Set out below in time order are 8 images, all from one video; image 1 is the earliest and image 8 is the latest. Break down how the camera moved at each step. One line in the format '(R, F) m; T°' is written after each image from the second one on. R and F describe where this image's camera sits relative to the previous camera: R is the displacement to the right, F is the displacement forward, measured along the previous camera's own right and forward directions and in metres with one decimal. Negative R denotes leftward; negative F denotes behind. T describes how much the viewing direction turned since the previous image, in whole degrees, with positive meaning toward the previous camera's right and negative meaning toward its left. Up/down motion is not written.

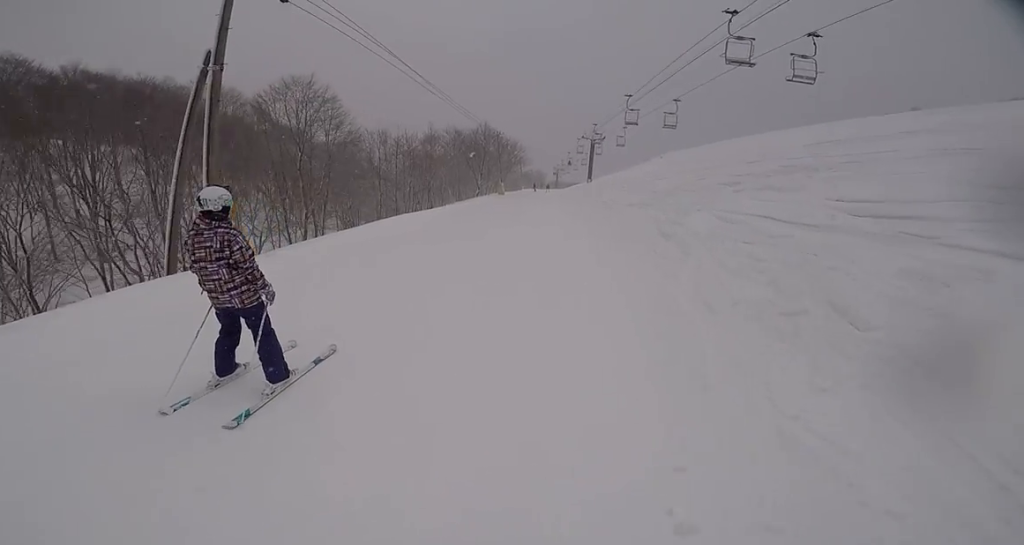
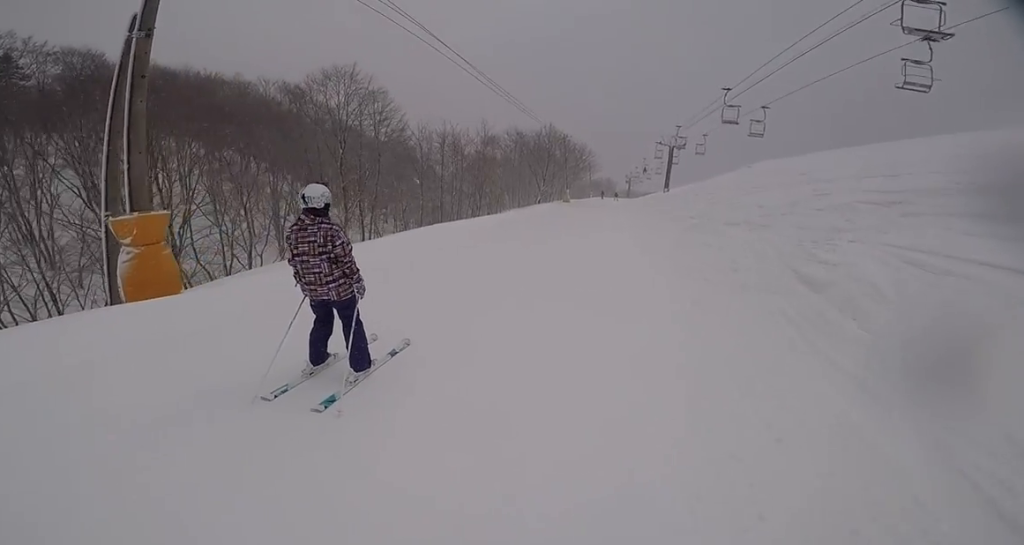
(0.0, +3.5) m; 0°
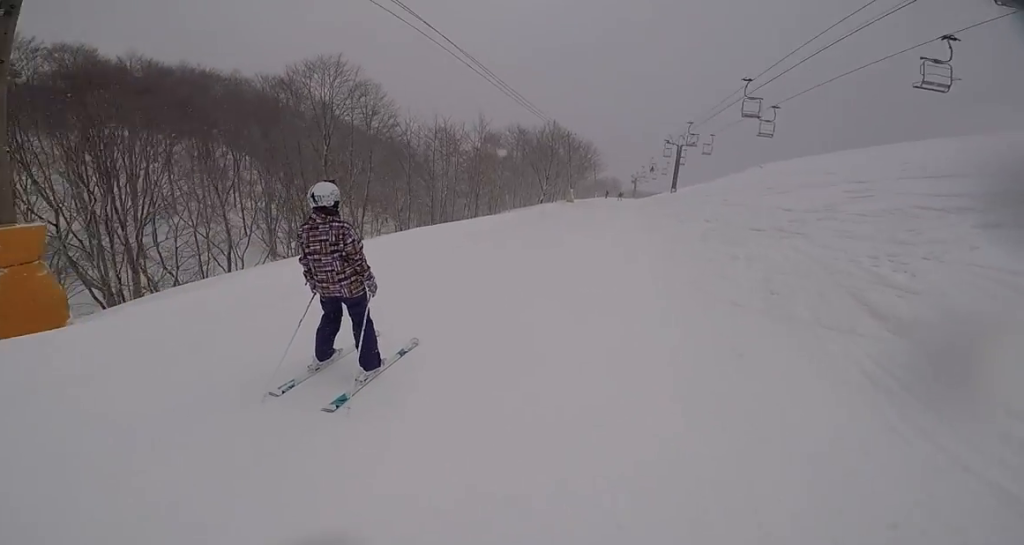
(0.0, +1.9) m; 0°
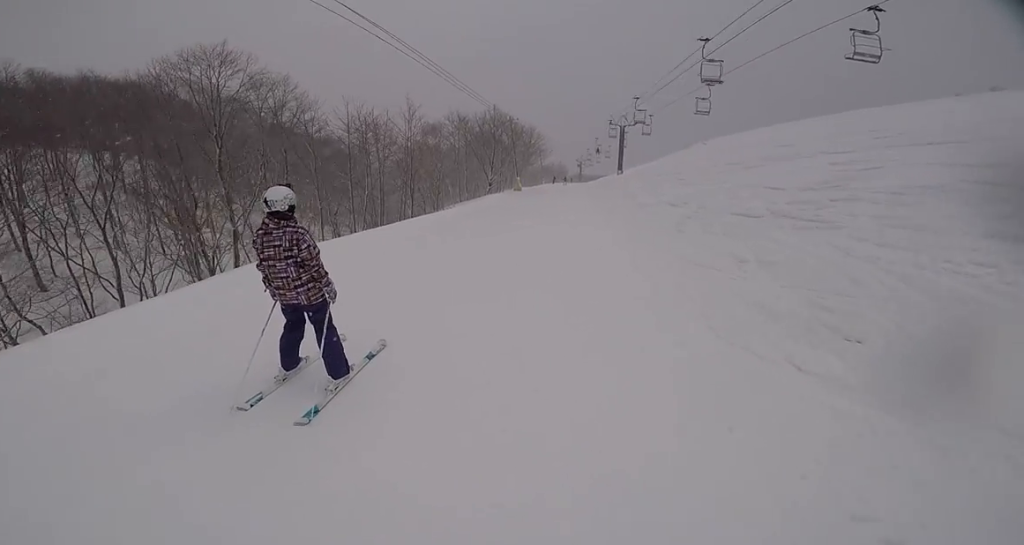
(0.0, +3.4) m; 0°
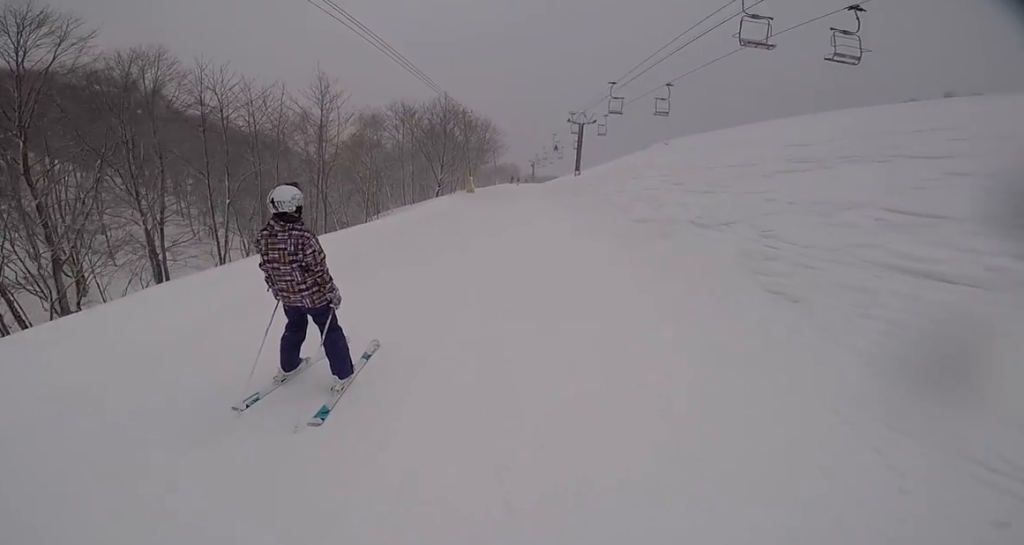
(0.0, +6.4) m; 0°
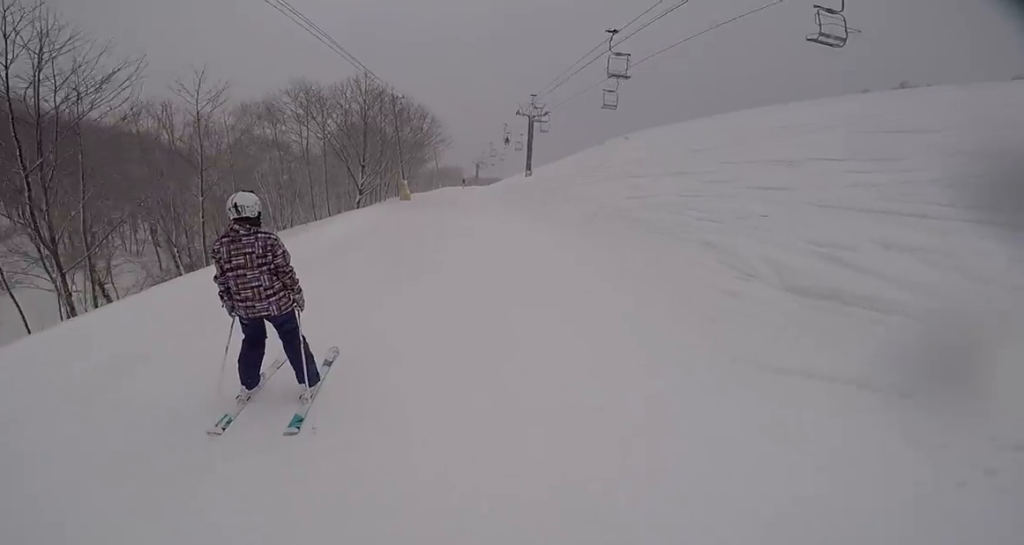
(+0.2, +9.1) m; +9°
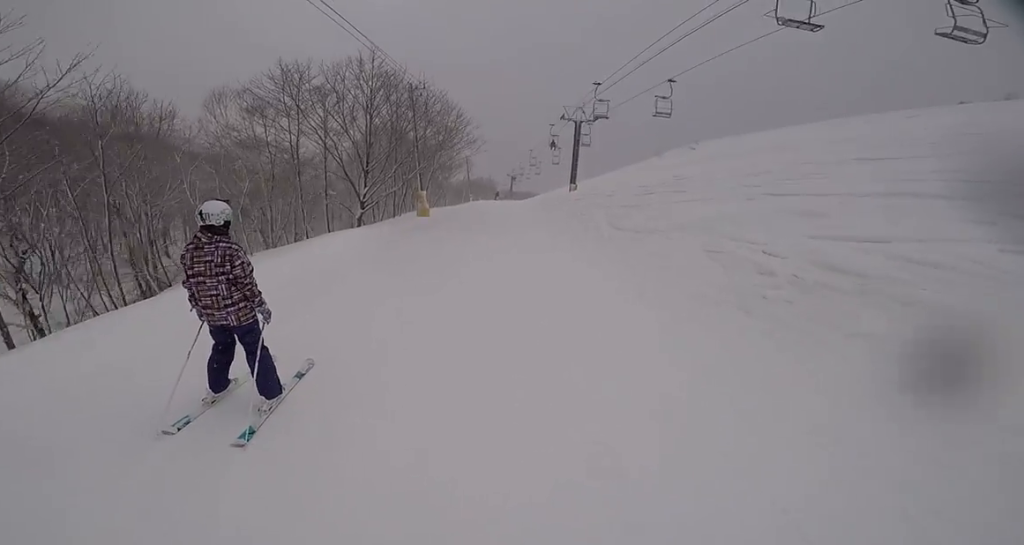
(+0.3, +6.6) m; -11°
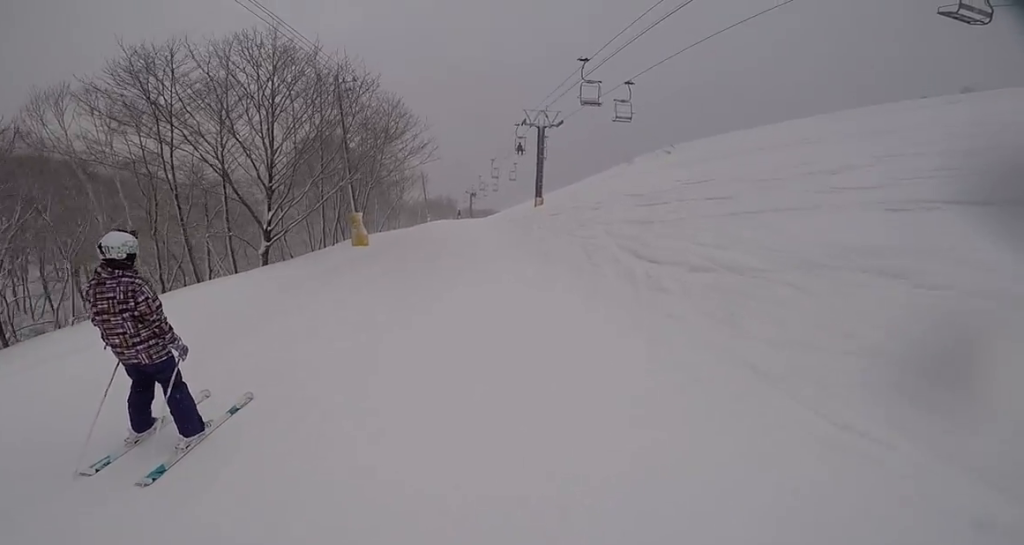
(-1.3, +5.4) m; -4°
